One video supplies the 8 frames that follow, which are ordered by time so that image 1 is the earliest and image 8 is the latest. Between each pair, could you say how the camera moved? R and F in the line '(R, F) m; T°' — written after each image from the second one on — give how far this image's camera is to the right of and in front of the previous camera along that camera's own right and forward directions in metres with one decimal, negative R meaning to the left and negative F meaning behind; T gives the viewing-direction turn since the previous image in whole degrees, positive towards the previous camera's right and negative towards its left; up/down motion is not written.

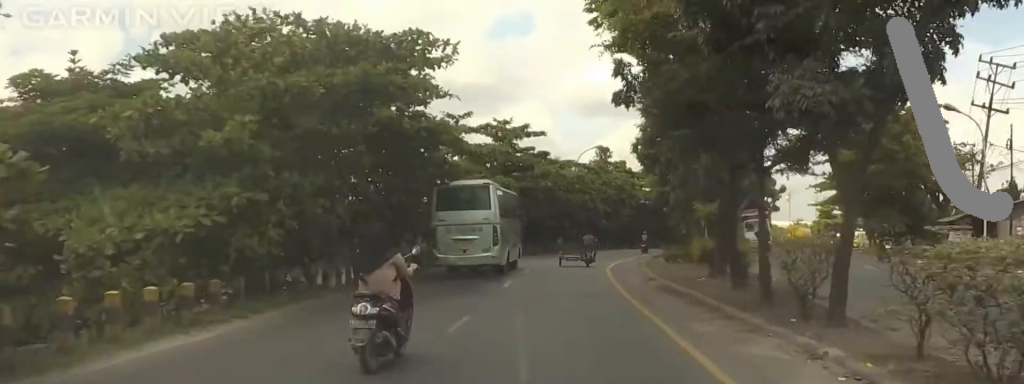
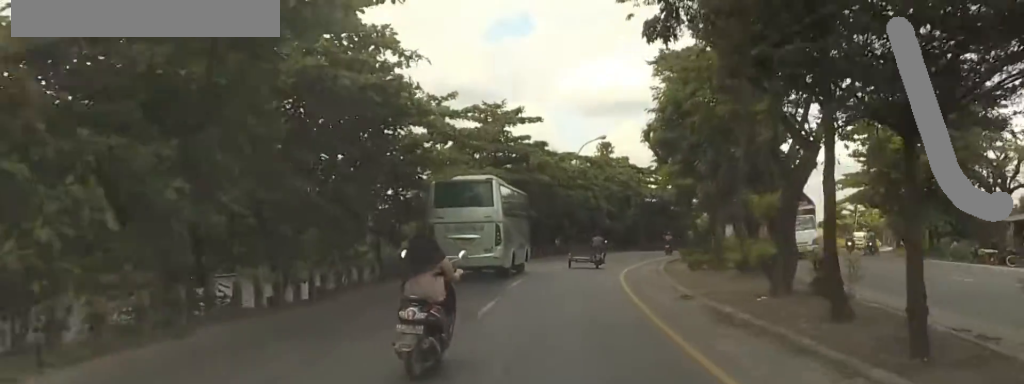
(-0.1, +6.6) m; +3°
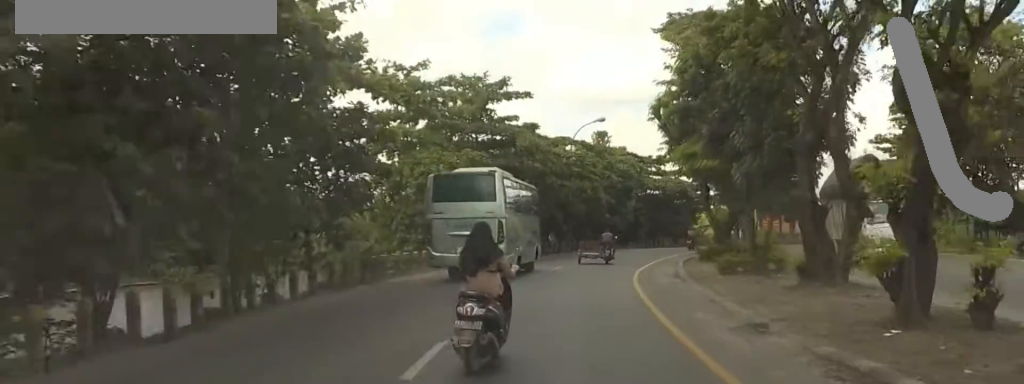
(+0.4, +7.0) m; -2°
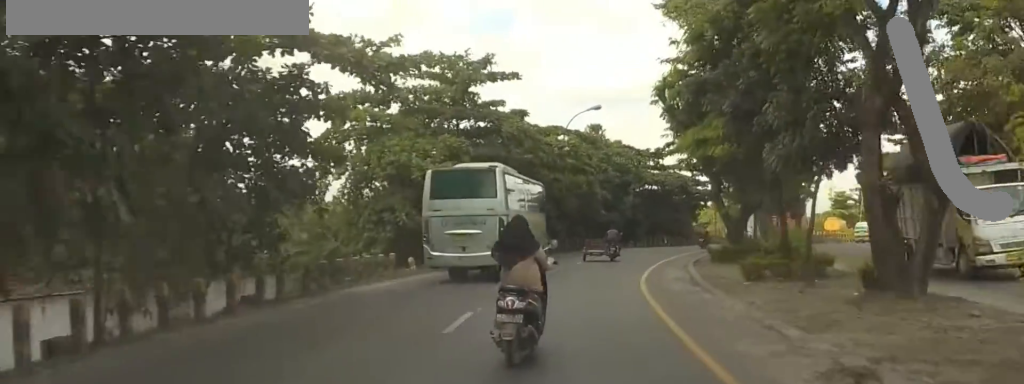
(+0.4, +4.3) m; -2°
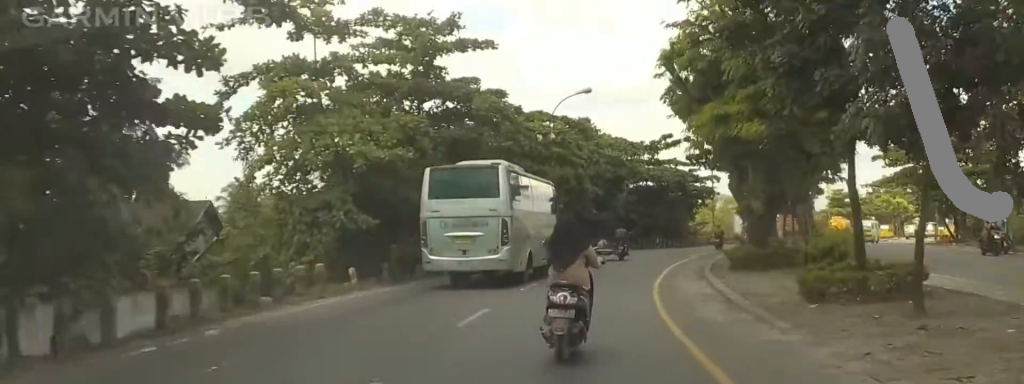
(-0.9, +6.2) m; +1°
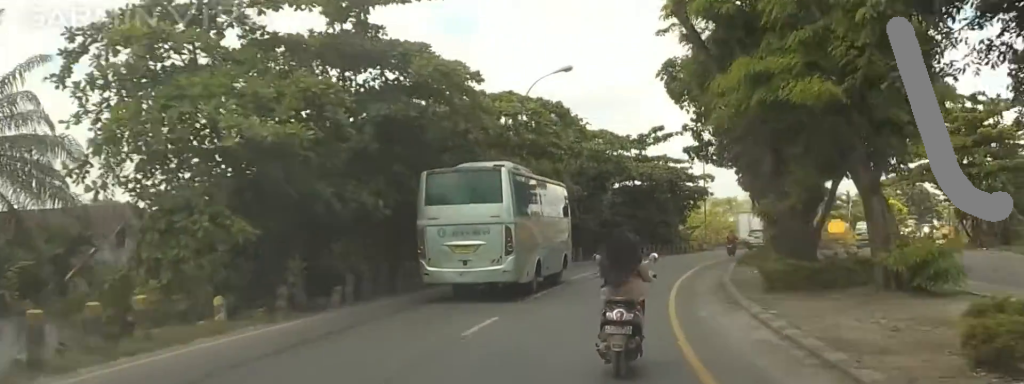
(0.0, +7.0) m; +1°
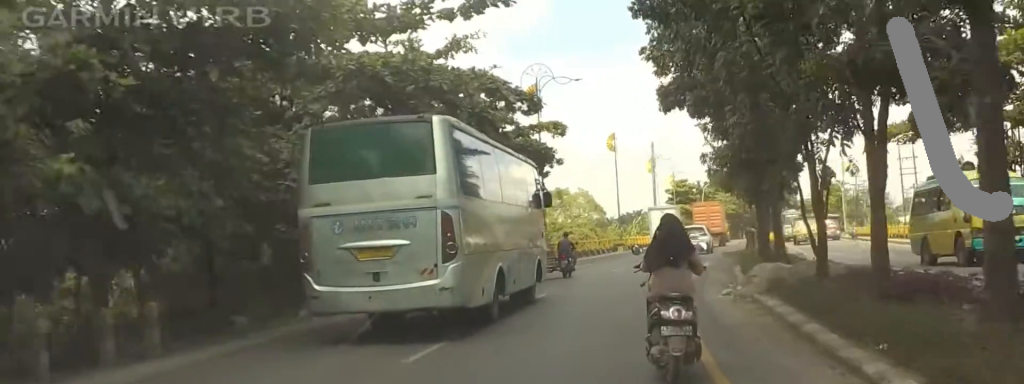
(+2.8, +33.3) m; +9°
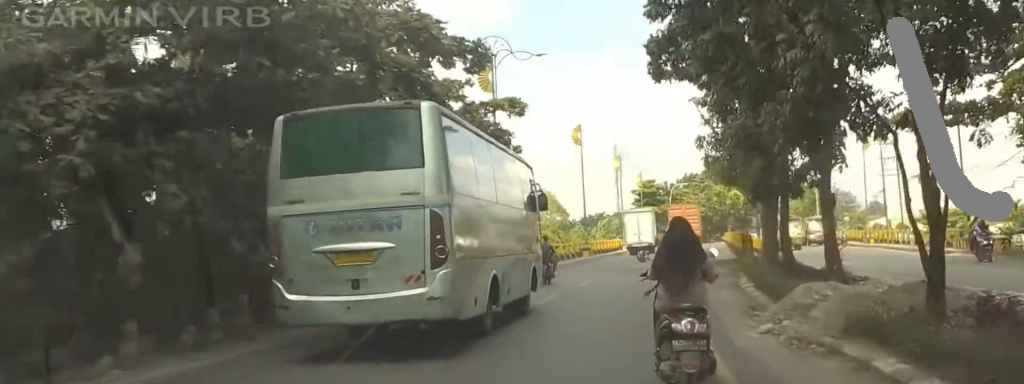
(0.0, +7.2) m; +1°
